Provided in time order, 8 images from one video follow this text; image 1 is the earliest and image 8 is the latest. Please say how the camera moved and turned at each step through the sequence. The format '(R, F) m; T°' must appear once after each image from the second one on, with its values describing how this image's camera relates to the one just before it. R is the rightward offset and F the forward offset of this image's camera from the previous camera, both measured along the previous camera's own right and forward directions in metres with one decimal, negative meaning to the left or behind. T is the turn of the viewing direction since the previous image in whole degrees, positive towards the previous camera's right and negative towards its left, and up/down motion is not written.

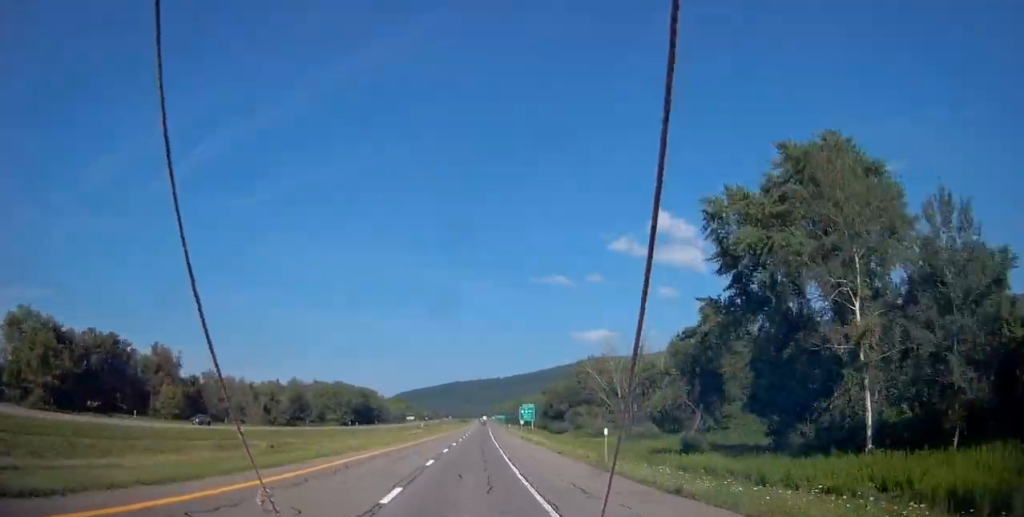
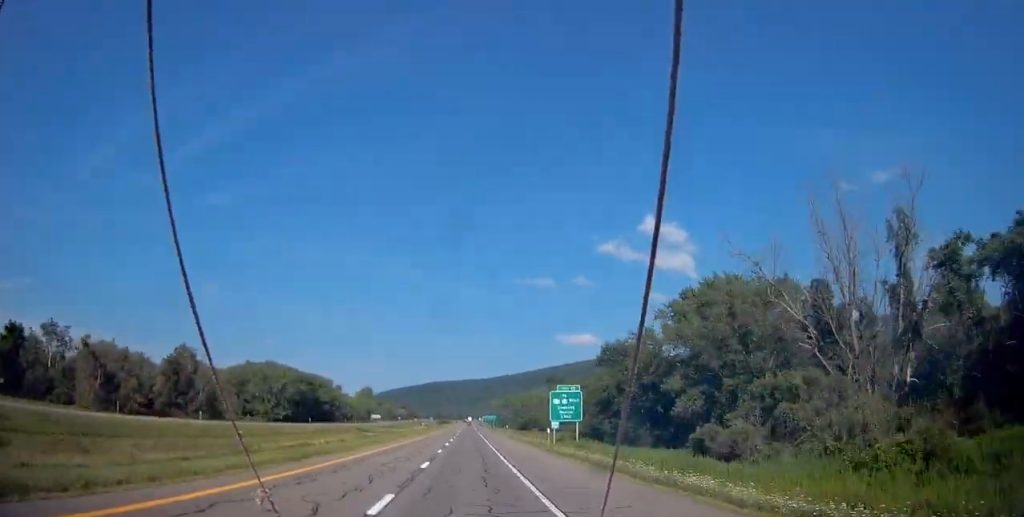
(+1.6, +86.2) m; +1°
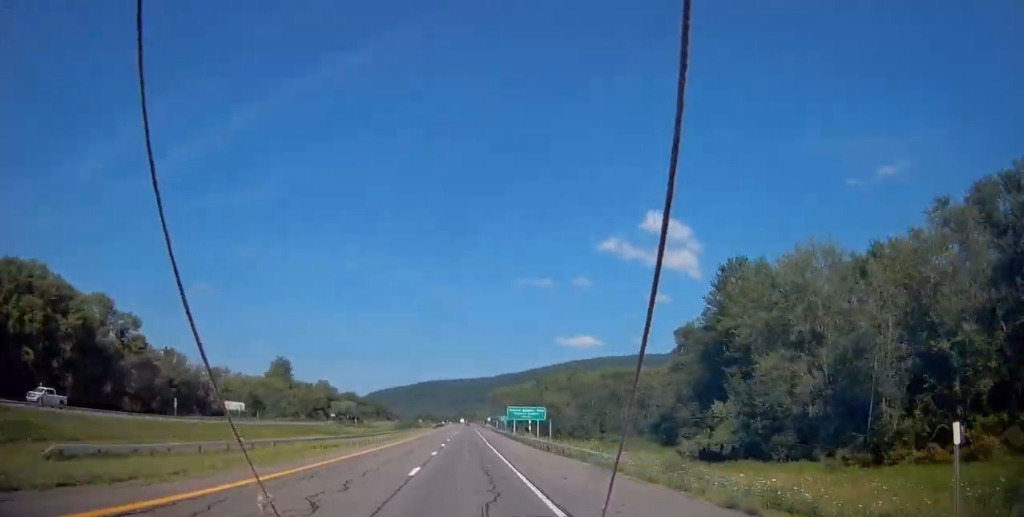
(+1.3, +199.4) m; +1°
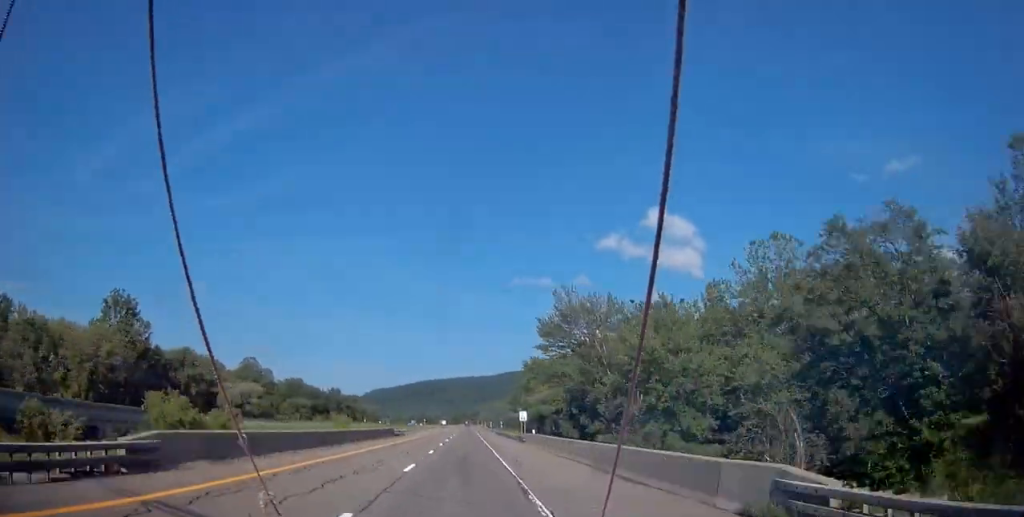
(+0.3, +121.1) m; 0°
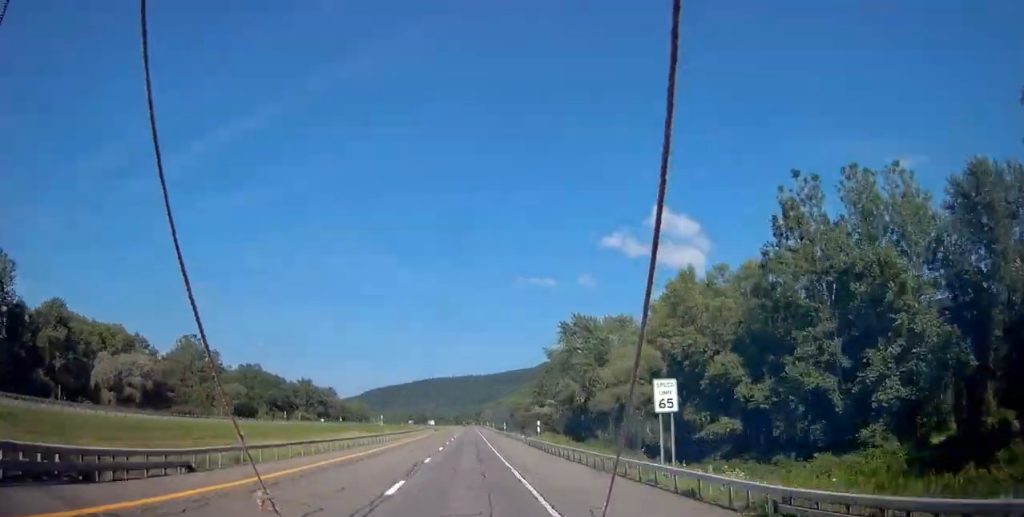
(-0.3, +54.8) m; 0°
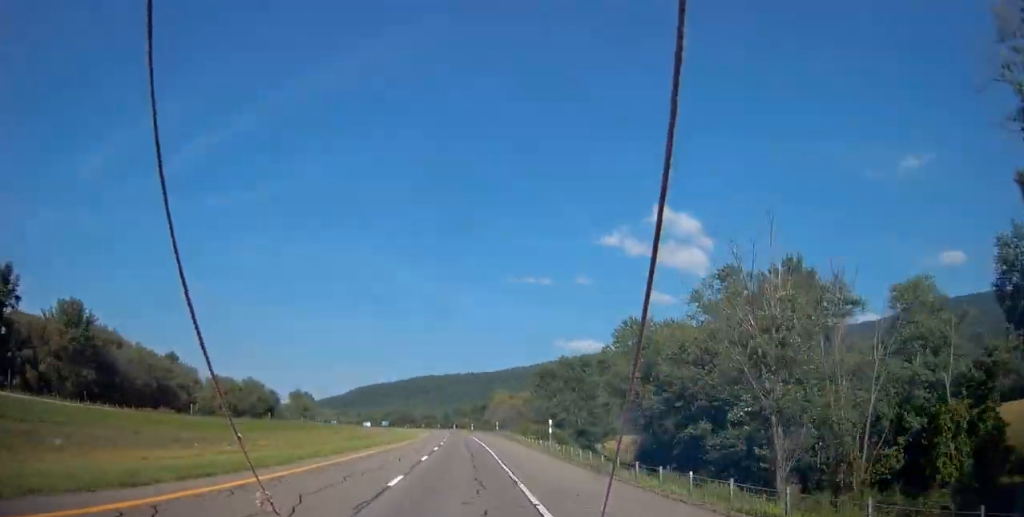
(+0.5, +168.0) m; -1°
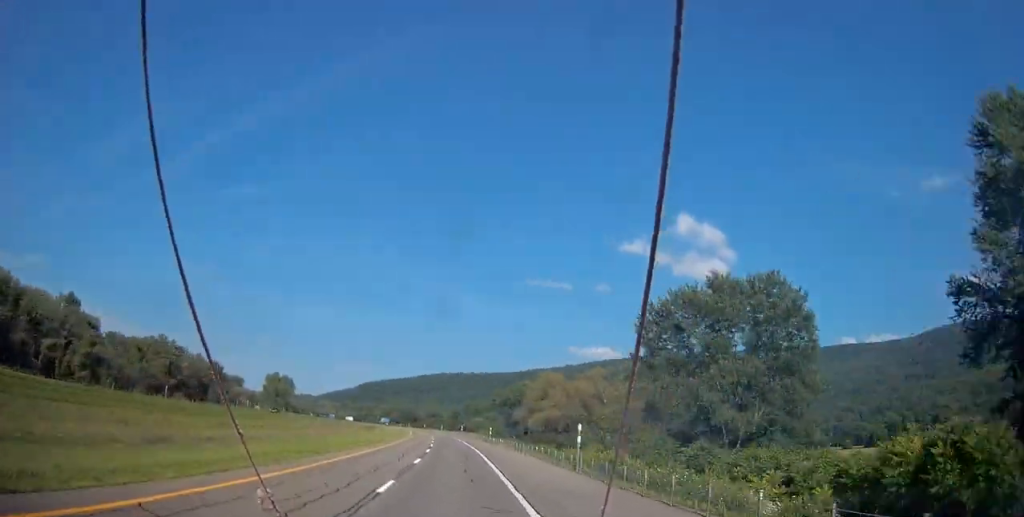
(-1.5, +62.5) m; -2°
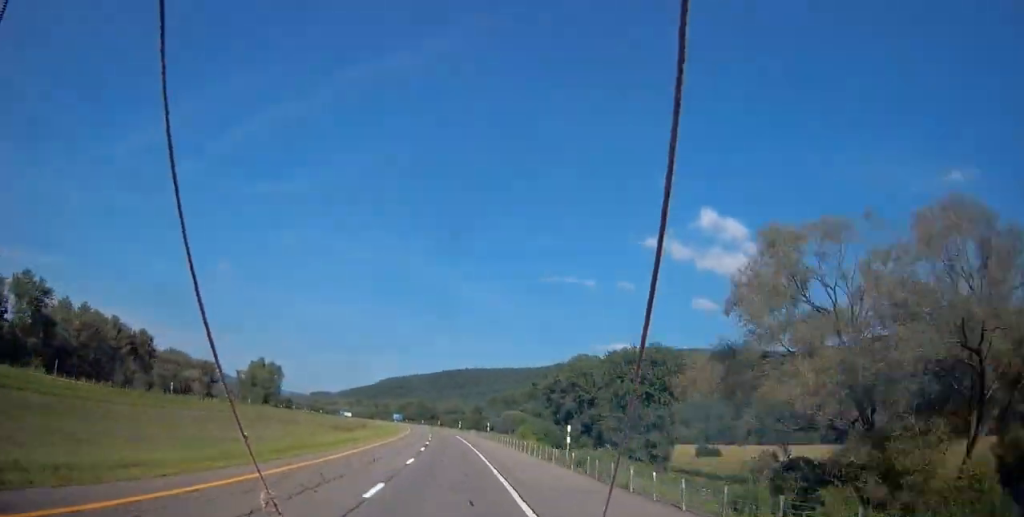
(+0.7, +50.9) m; -2°
